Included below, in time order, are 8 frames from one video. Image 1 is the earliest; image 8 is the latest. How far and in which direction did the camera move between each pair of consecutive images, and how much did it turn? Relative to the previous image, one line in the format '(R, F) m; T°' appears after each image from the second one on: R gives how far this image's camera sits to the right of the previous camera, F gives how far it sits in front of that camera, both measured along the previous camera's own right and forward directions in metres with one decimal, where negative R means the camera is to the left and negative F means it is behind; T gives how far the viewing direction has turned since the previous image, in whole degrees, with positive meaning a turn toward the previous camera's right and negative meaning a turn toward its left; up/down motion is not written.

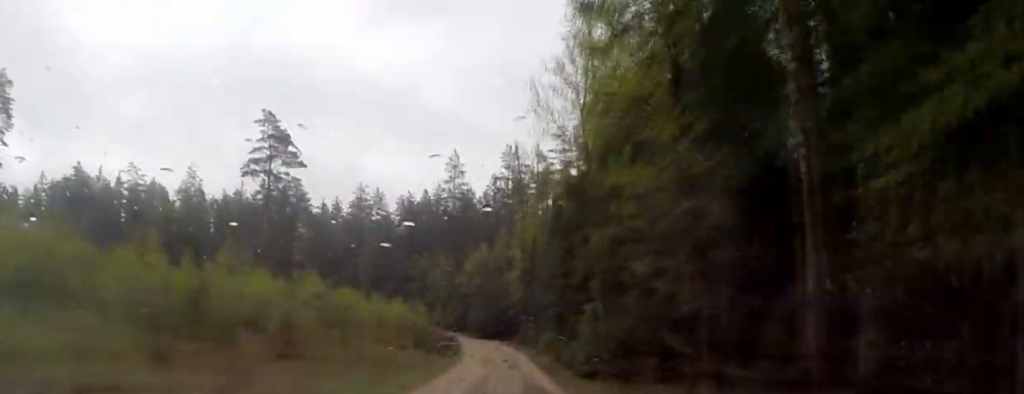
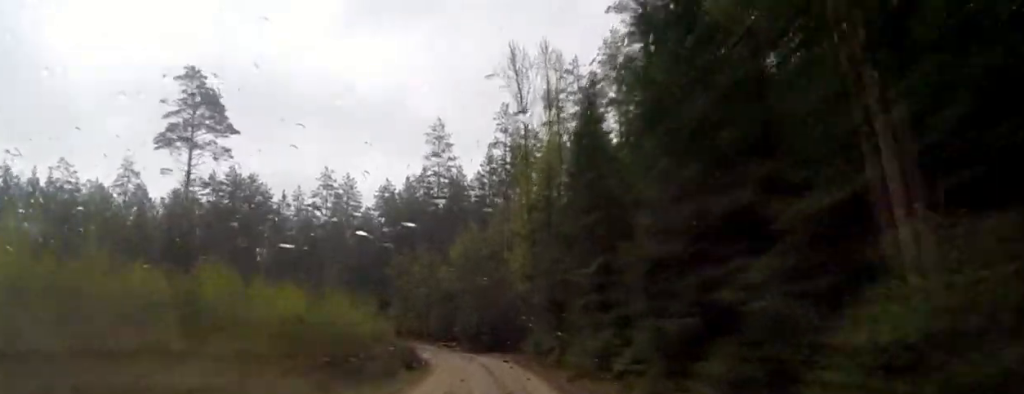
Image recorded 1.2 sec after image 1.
(-0.3, +20.0) m; +3°
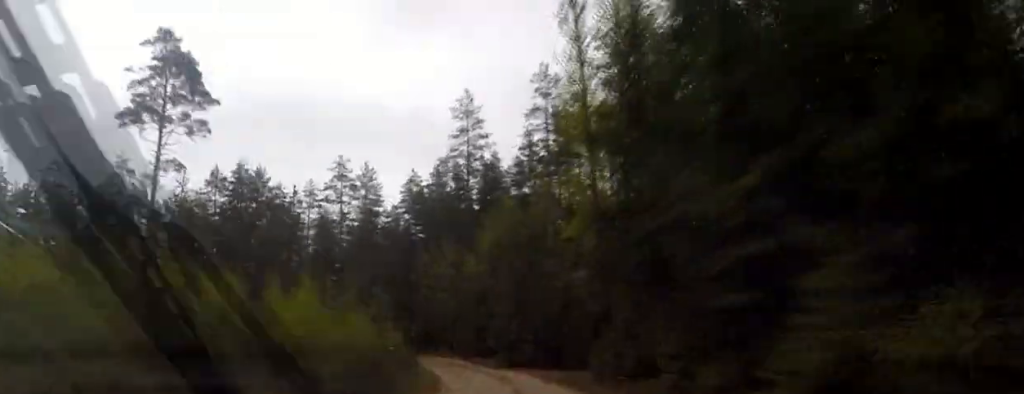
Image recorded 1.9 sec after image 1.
(+0.8, +12.8) m; +3°
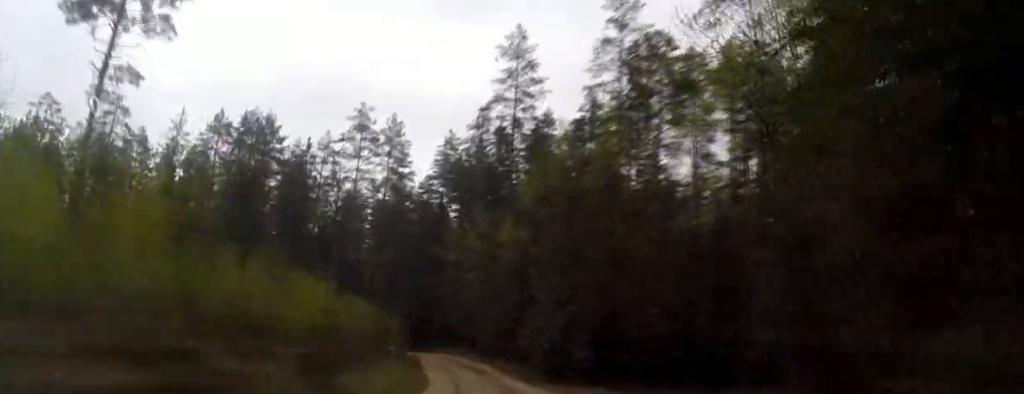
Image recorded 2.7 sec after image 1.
(0.0, +14.0) m; -1°
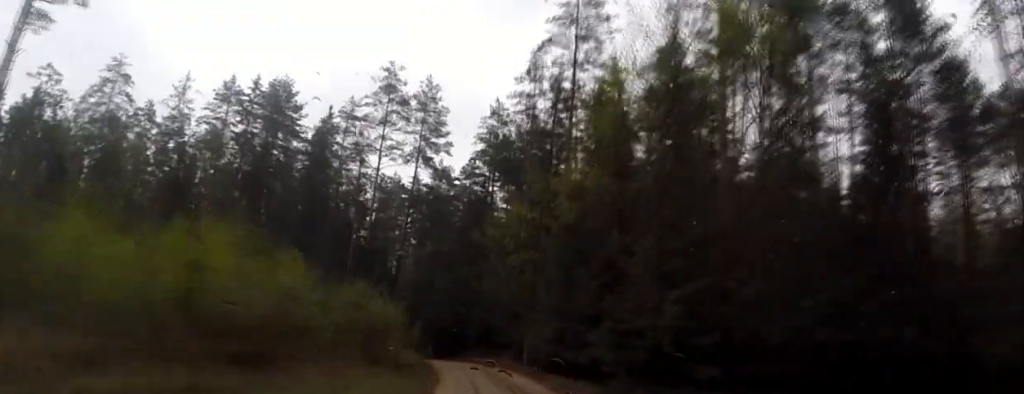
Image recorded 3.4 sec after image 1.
(-0.1, +11.6) m; -5°
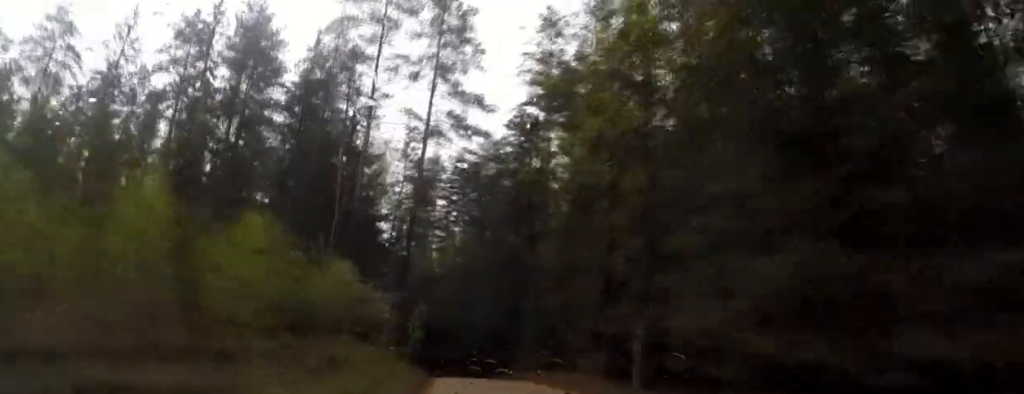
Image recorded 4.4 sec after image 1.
(-1.7, +18.1) m; -11°
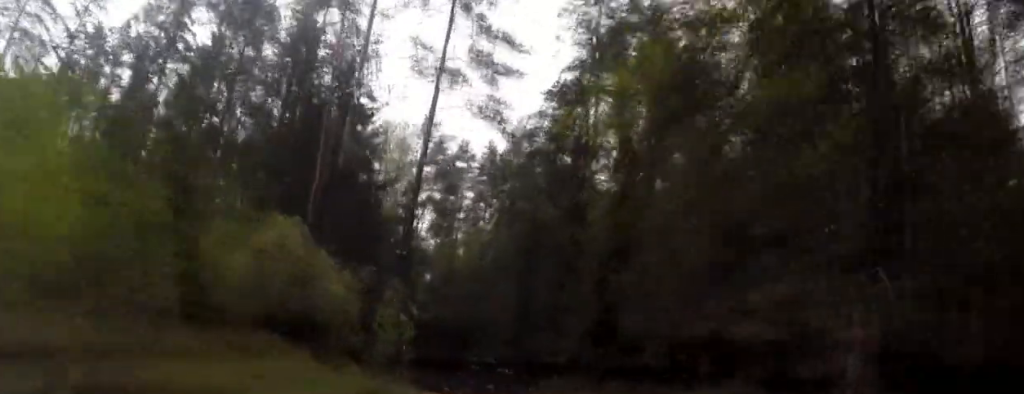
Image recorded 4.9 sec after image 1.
(-0.6, +8.6) m; -5°
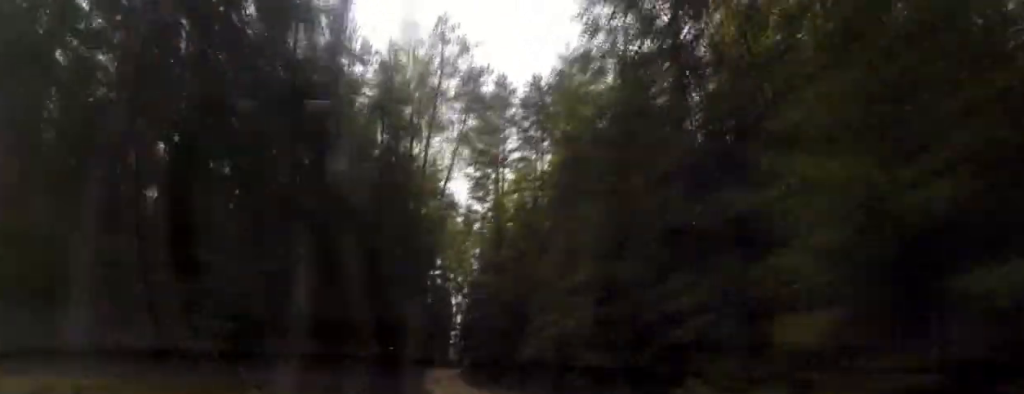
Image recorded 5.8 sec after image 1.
(-0.4, +15.1) m; -3°
